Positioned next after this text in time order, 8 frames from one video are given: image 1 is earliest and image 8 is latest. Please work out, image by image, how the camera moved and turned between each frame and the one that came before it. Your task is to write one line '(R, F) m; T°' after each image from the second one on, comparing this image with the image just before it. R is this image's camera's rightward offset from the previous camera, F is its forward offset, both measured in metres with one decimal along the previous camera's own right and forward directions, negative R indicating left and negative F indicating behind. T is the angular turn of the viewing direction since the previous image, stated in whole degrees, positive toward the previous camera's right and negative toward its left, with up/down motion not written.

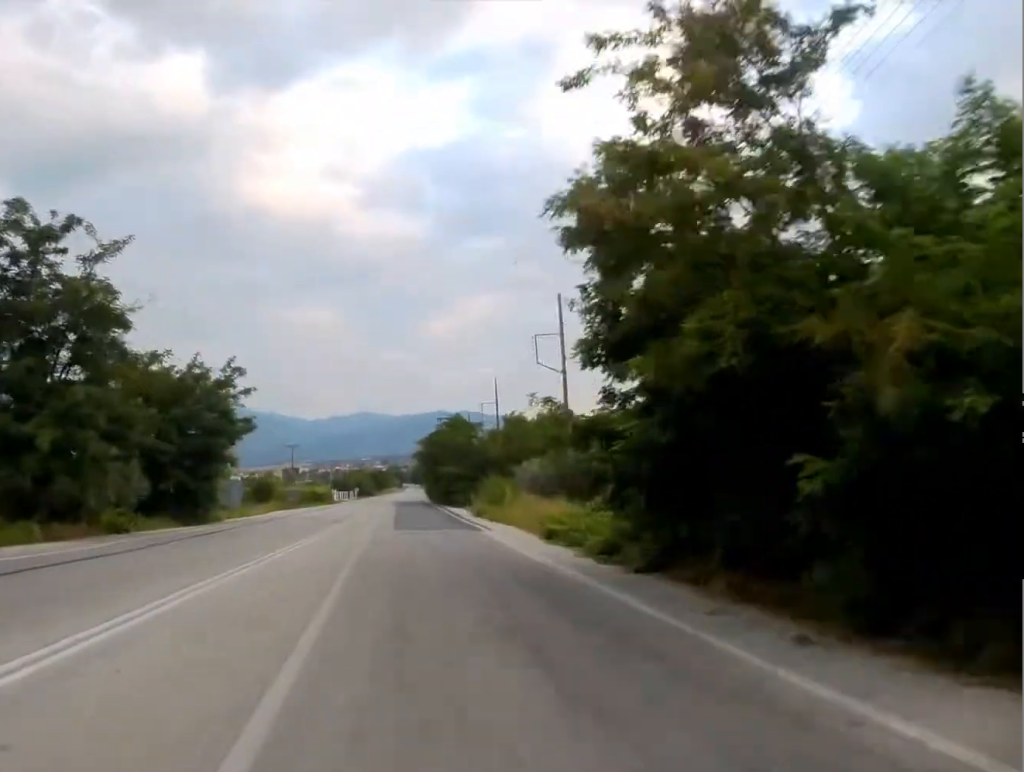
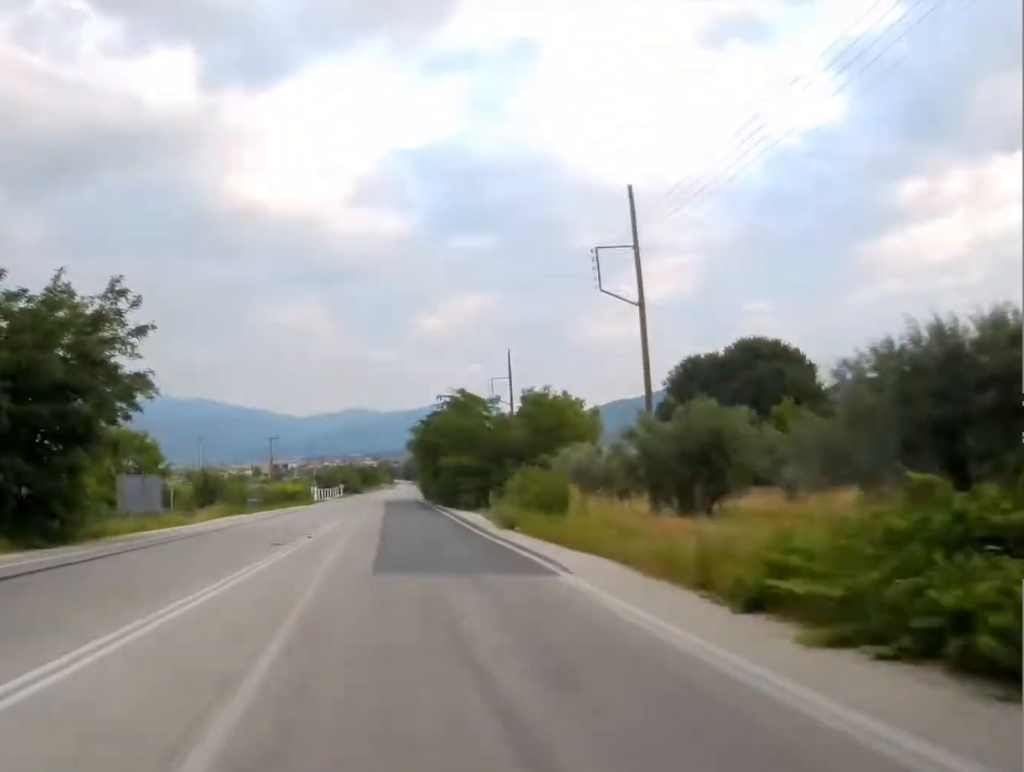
(-0.1, +16.5) m; +1°
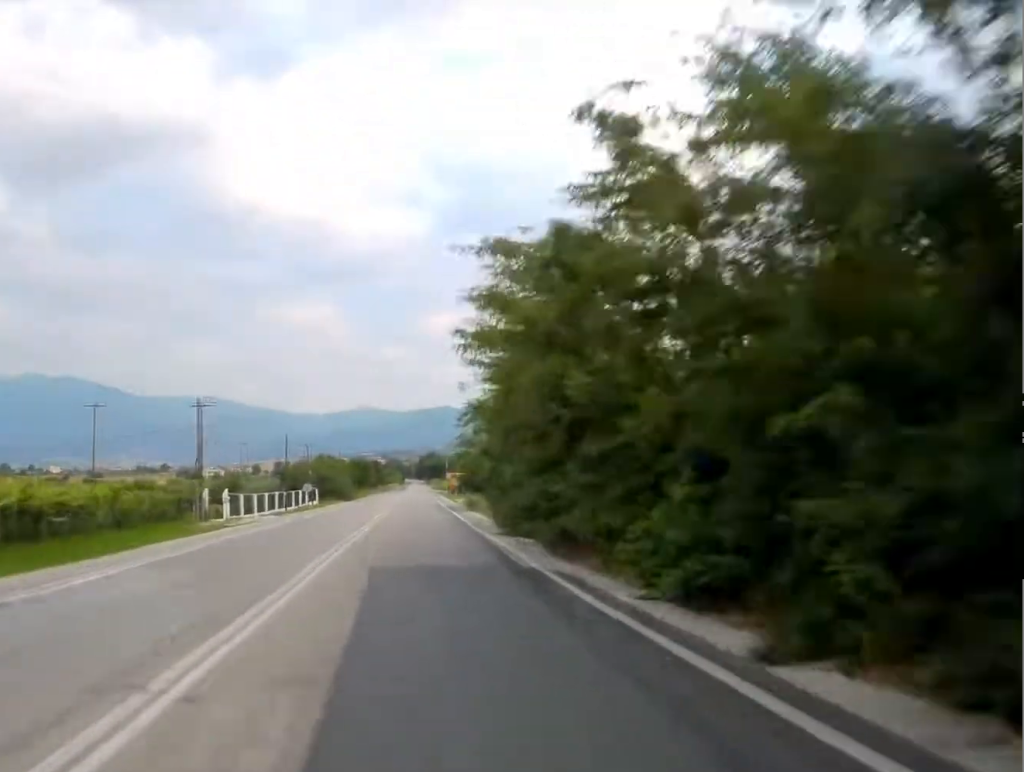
(0.0, +62.5) m; 0°
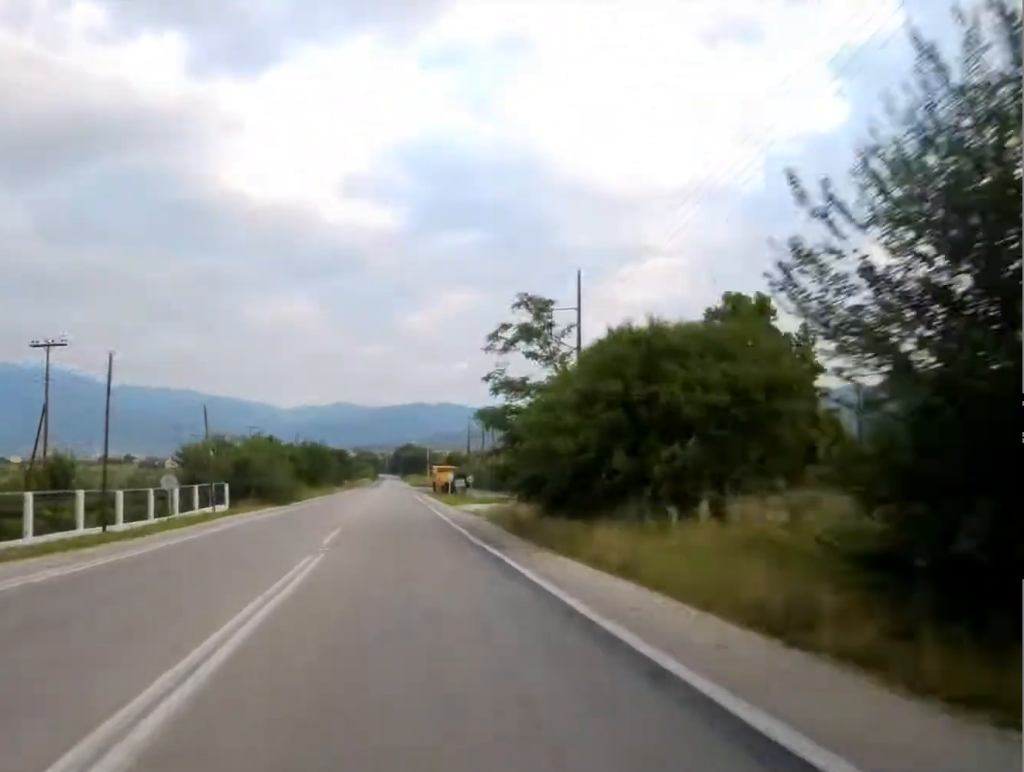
(+0.4, +35.8) m; +1°
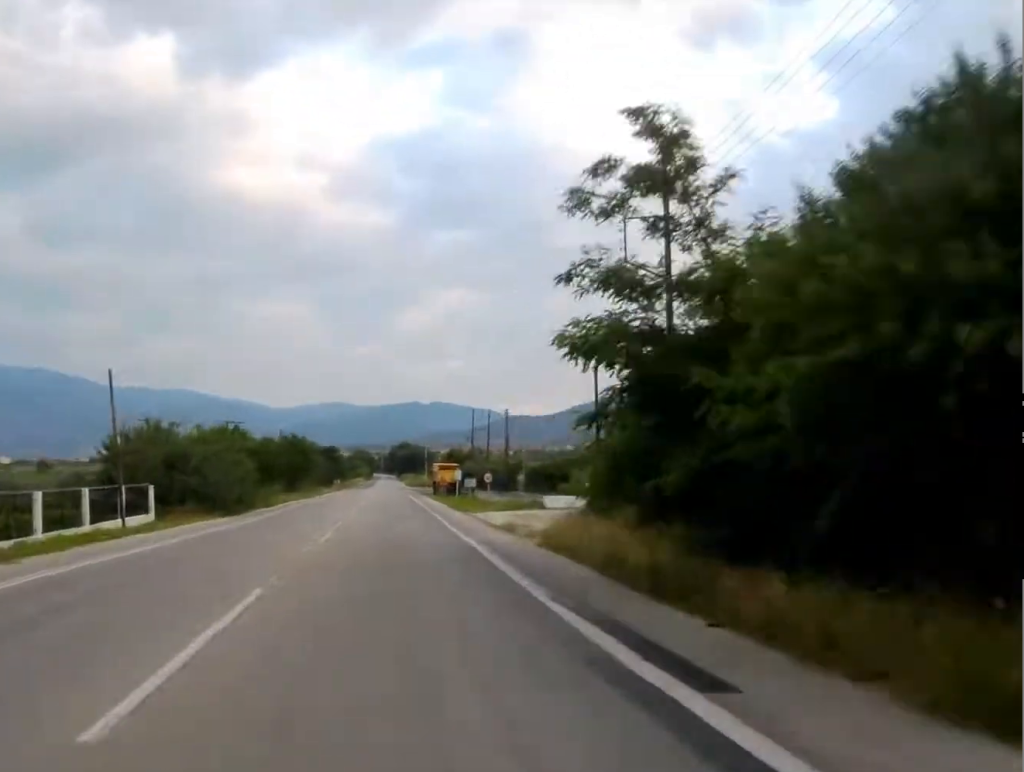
(+0.1, +15.6) m; 0°
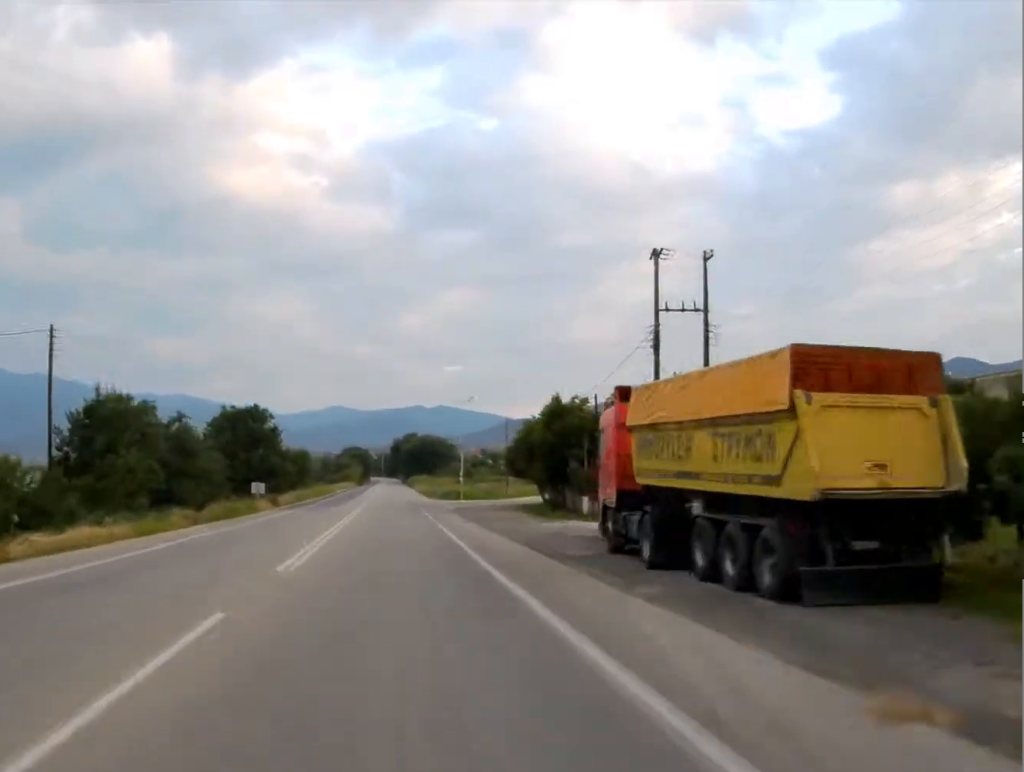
(-0.5, +93.4) m; 0°
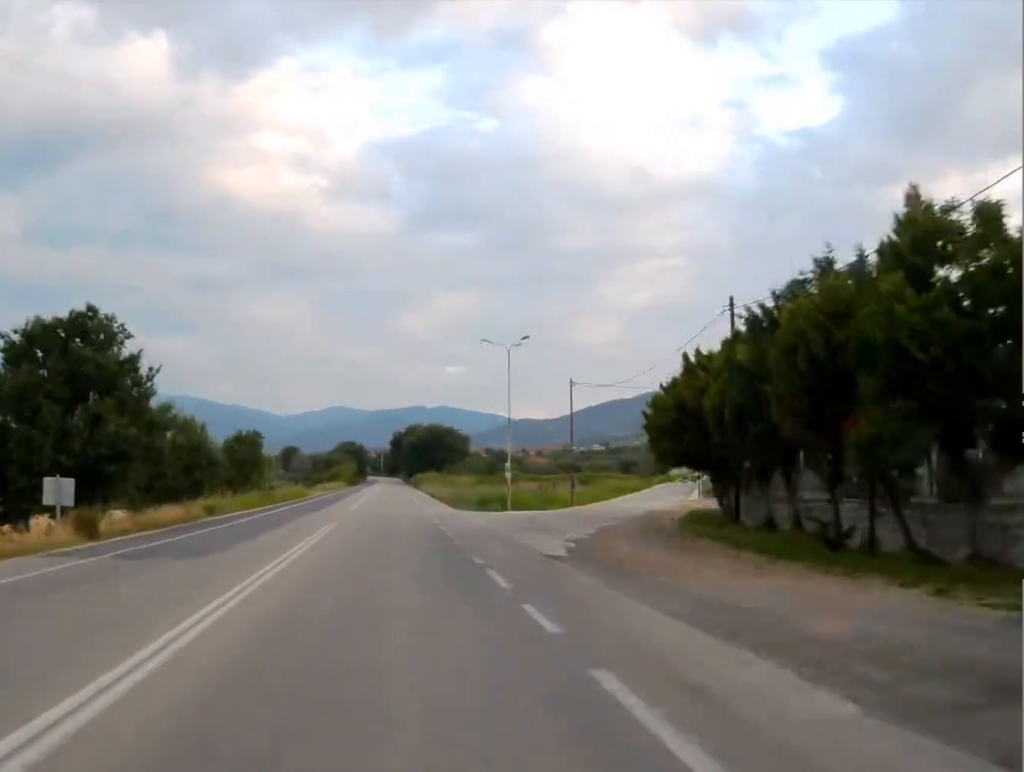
(+0.2, +37.5) m; 0°
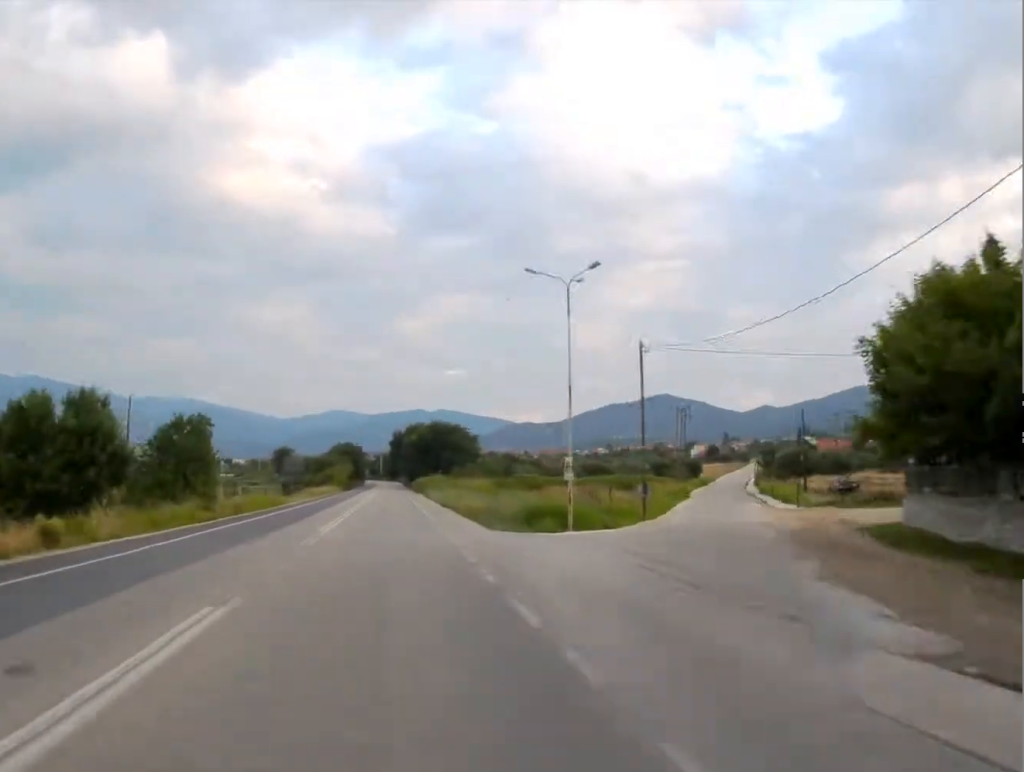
(0.0, +19.0) m; 0°
